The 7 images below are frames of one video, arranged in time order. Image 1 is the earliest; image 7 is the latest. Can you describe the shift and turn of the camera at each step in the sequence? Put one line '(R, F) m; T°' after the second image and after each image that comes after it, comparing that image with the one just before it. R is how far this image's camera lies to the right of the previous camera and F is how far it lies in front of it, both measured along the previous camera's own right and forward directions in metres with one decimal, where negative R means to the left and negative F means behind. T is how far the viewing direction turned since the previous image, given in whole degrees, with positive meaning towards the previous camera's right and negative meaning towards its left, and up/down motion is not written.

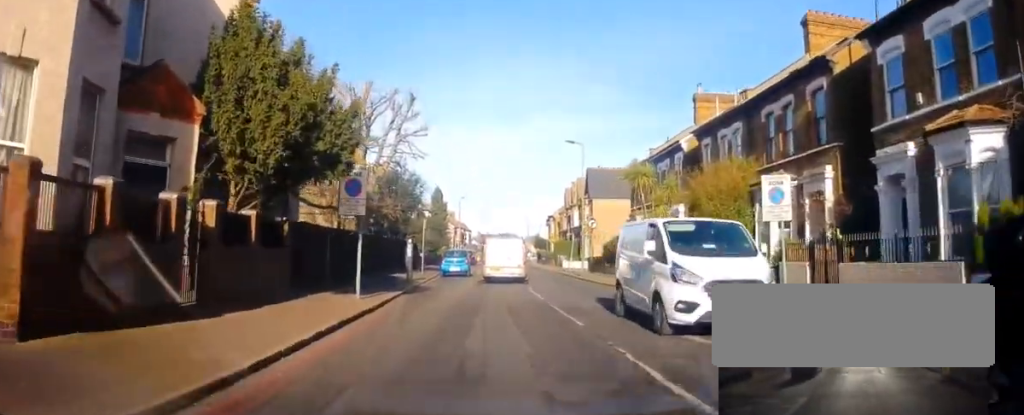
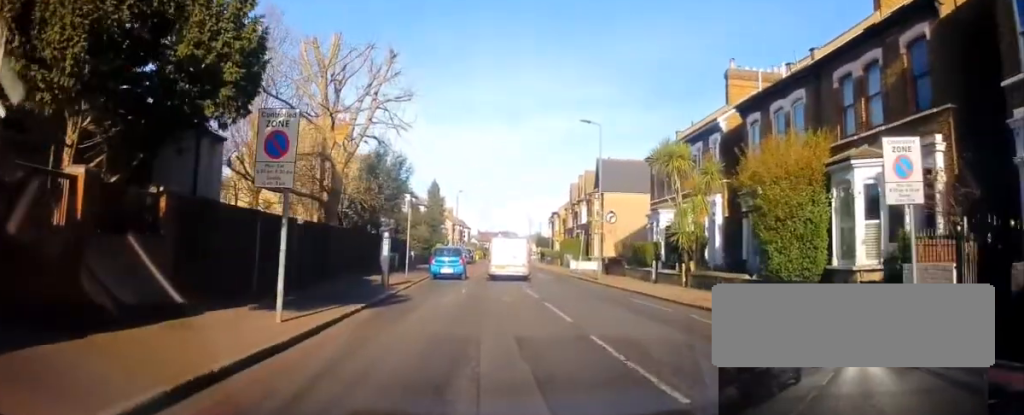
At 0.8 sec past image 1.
(0.0, +5.4) m; -2°
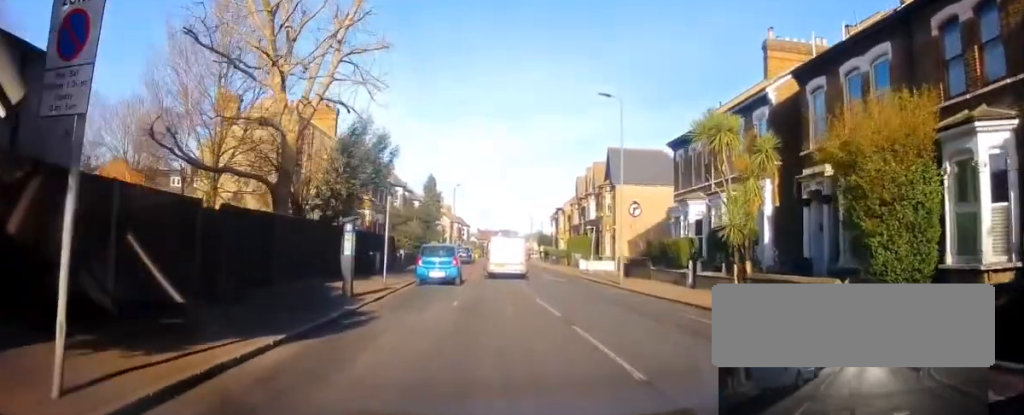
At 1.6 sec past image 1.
(-0.2, +5.0) m; 0°
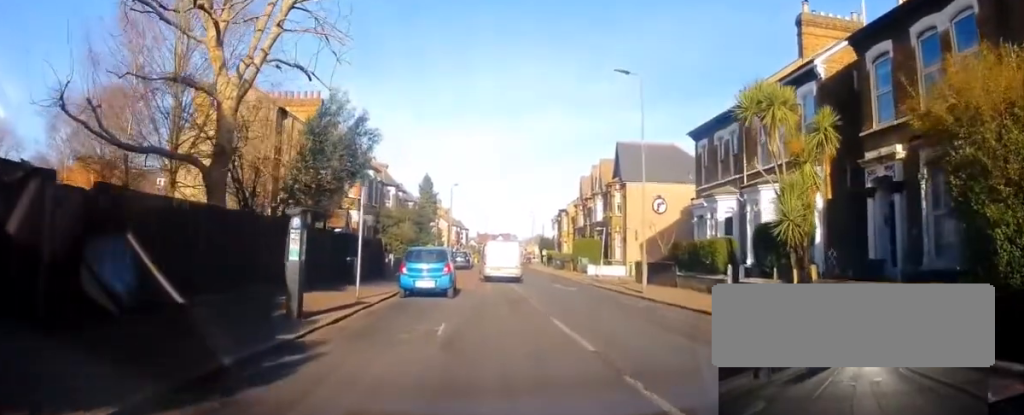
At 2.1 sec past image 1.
(+0.1, +4.1) m; +1°
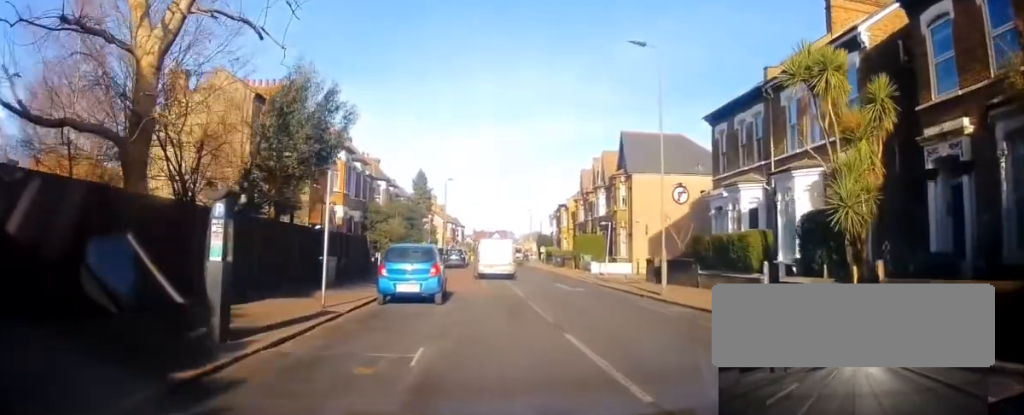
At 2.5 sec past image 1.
(+0.1, +3.0) m; +1°
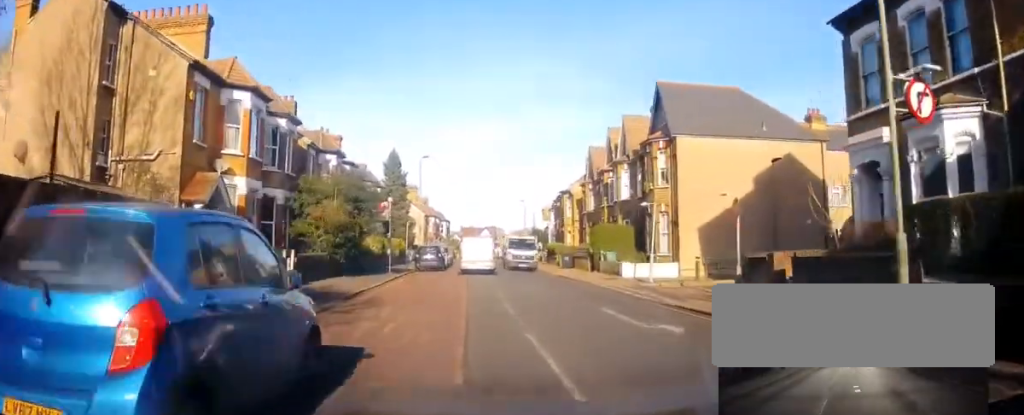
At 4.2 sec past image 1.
(+0.1, +12.5) m; -1°
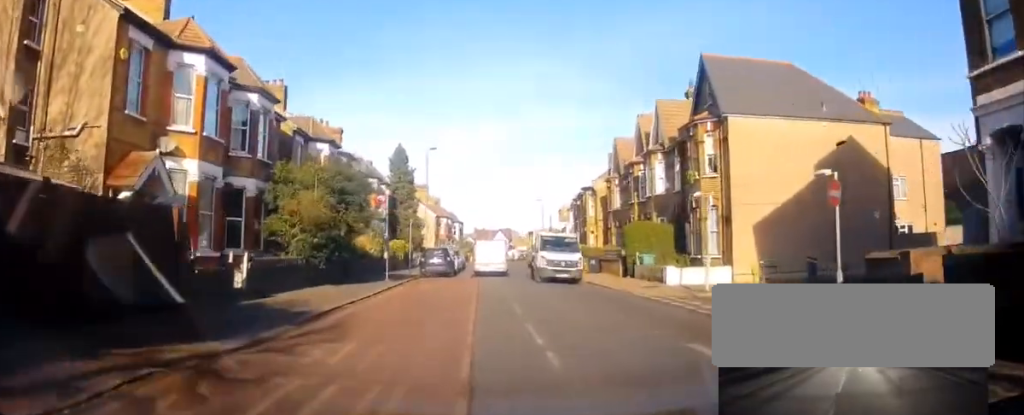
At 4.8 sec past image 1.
(0.0, +4.9) m; -1°
